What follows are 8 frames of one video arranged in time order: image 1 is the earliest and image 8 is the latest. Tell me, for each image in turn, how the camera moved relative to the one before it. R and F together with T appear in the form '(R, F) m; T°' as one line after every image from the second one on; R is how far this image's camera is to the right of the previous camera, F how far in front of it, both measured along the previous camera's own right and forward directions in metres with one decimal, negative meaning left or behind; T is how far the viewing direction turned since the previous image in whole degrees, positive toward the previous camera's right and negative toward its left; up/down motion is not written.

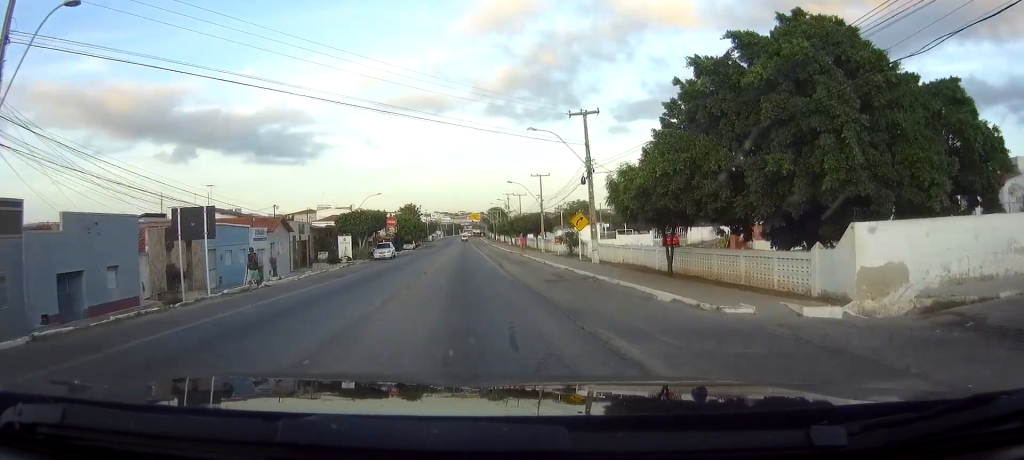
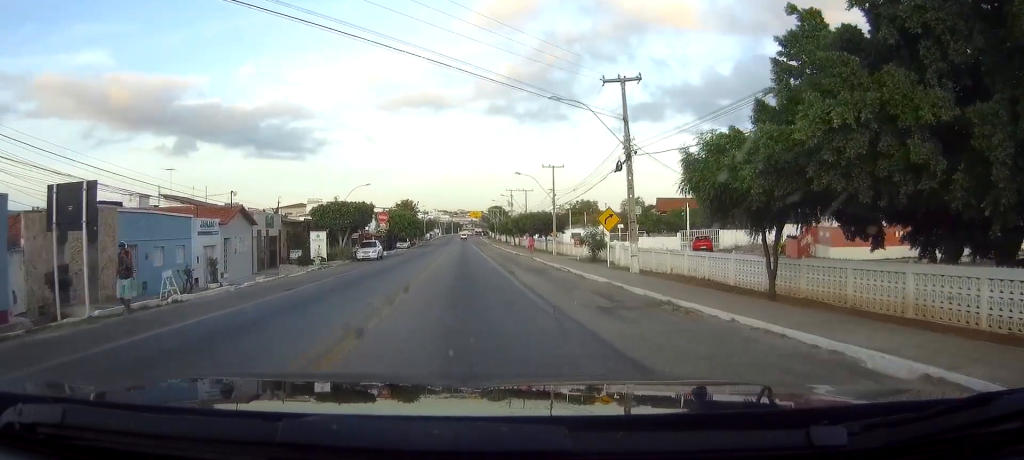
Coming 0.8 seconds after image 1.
(+0.1, +9.3) m; 0°
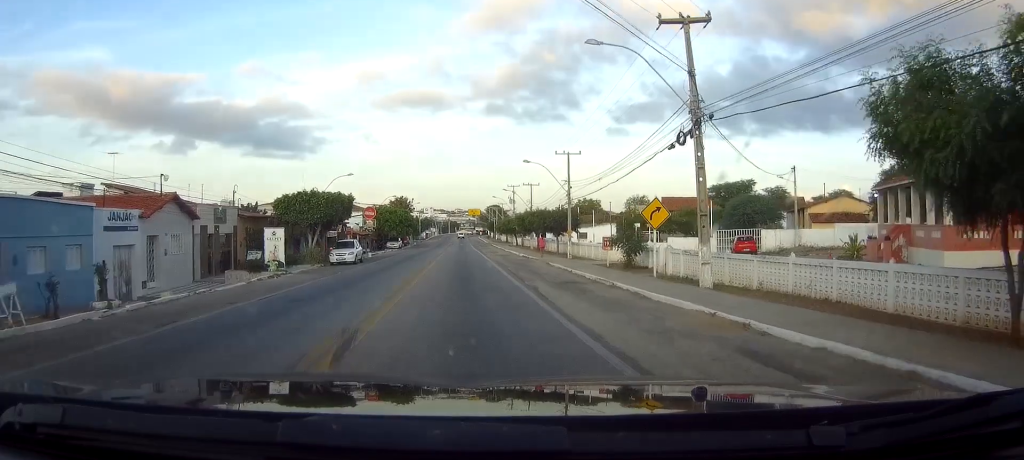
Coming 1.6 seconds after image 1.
(-0.1, +9.6) m; -1°
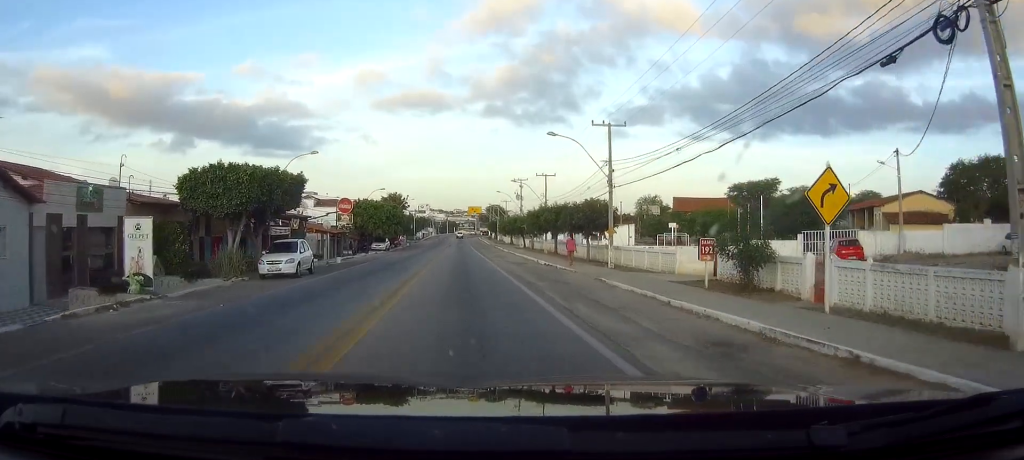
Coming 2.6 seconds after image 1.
(0.0, +14.8) m; 0°
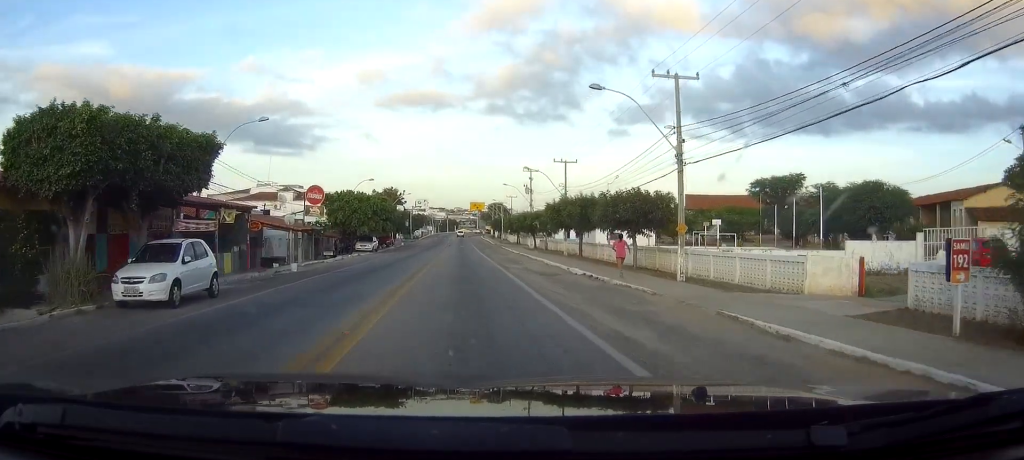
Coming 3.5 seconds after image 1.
(0.0, +12.2) m; +1°
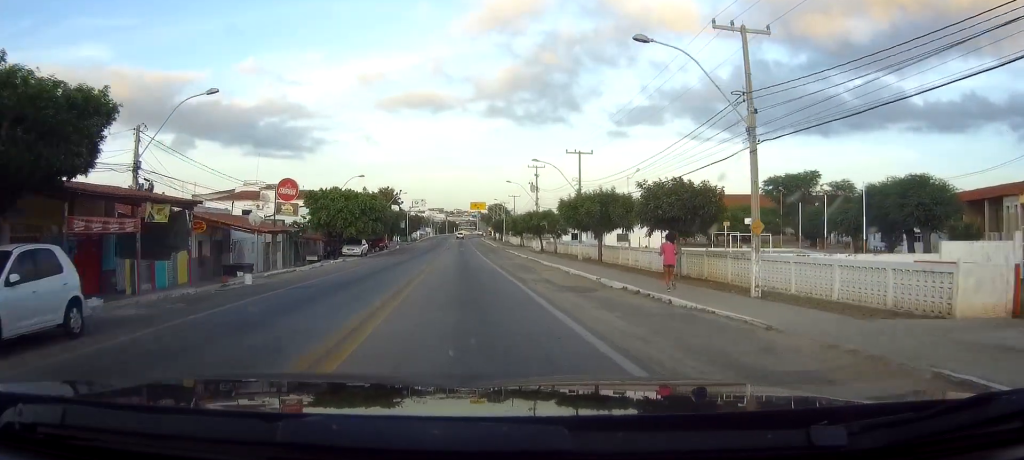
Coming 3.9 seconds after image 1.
(0.0, +6.6) m; 0°
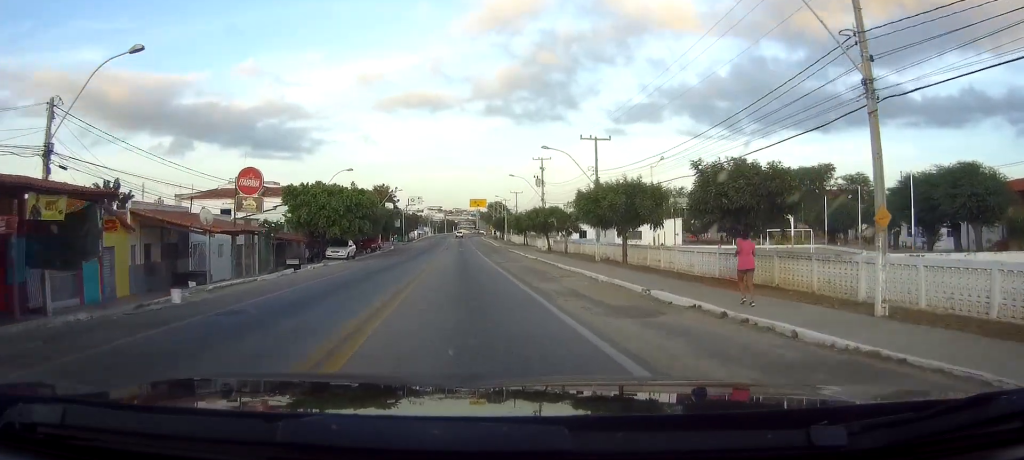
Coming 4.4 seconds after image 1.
(+0.1, +6.7) m; 0°
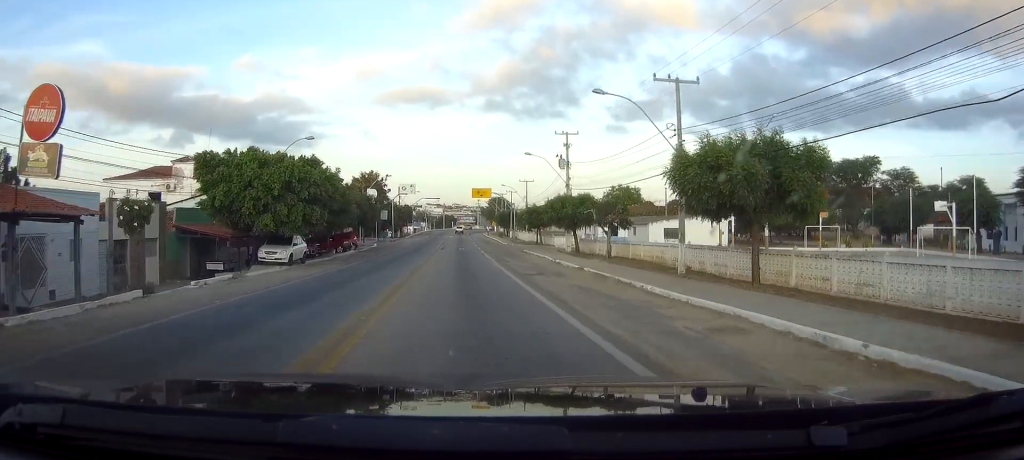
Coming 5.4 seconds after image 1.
(-0.1, +16.7) m; 0°
